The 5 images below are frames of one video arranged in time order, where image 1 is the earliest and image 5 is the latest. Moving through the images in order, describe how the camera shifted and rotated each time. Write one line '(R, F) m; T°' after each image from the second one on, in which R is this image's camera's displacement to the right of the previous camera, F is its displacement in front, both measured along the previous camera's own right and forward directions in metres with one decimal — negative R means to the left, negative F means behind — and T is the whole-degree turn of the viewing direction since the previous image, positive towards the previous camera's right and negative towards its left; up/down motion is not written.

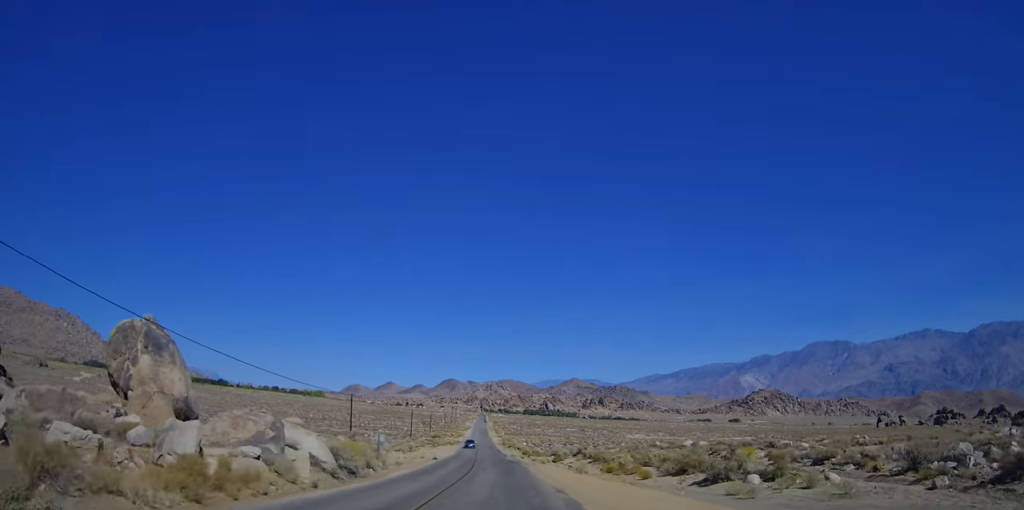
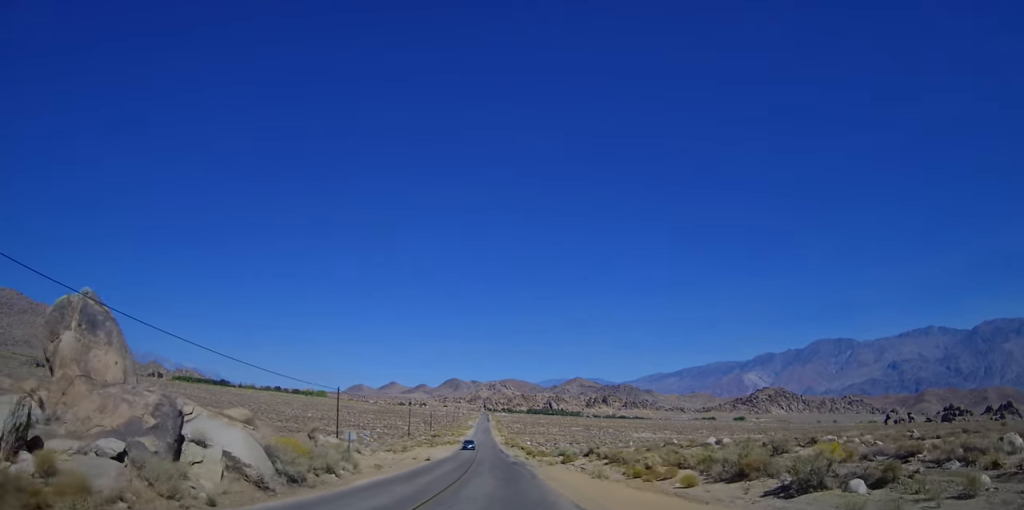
(+0.2, +6.3) m; -1°
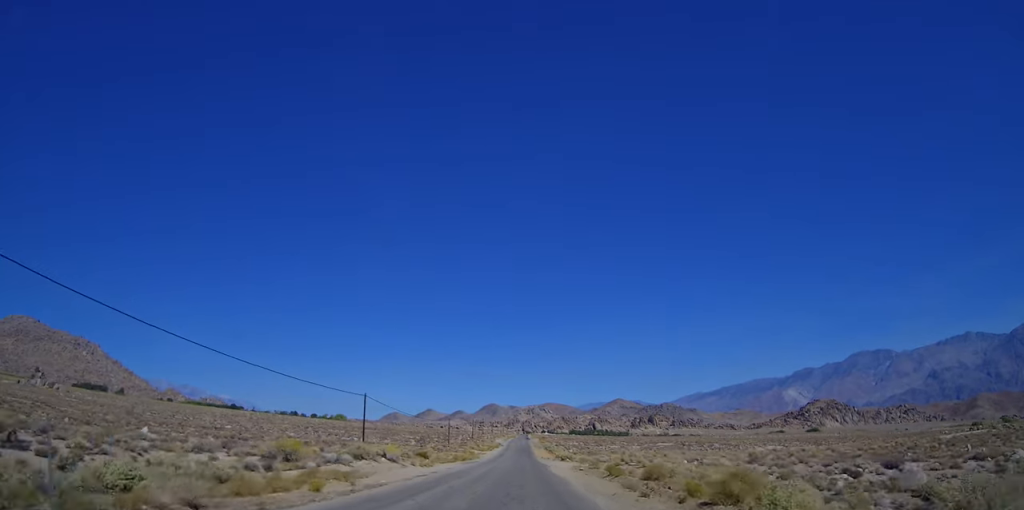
(-4.7, +104.2) m; -3°
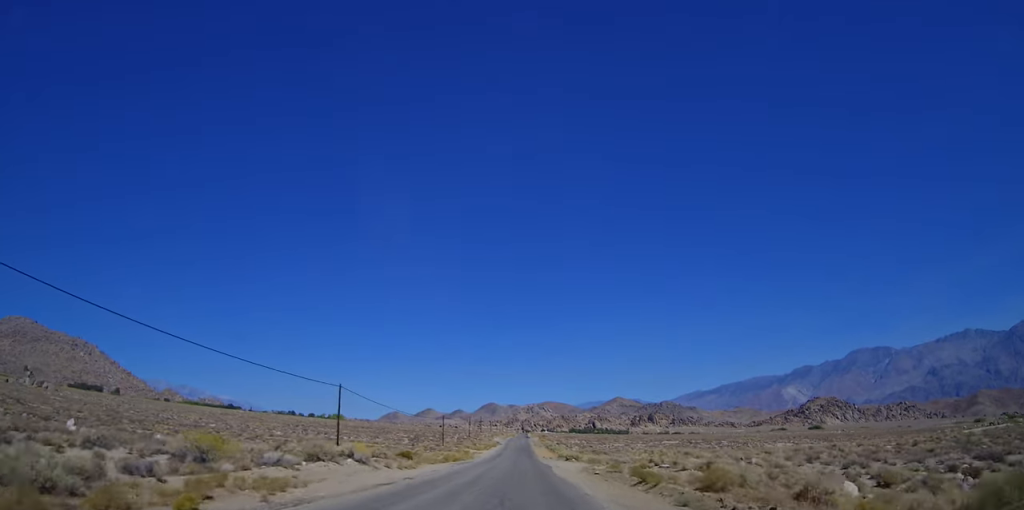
(0.0, +7.8) m; 0°
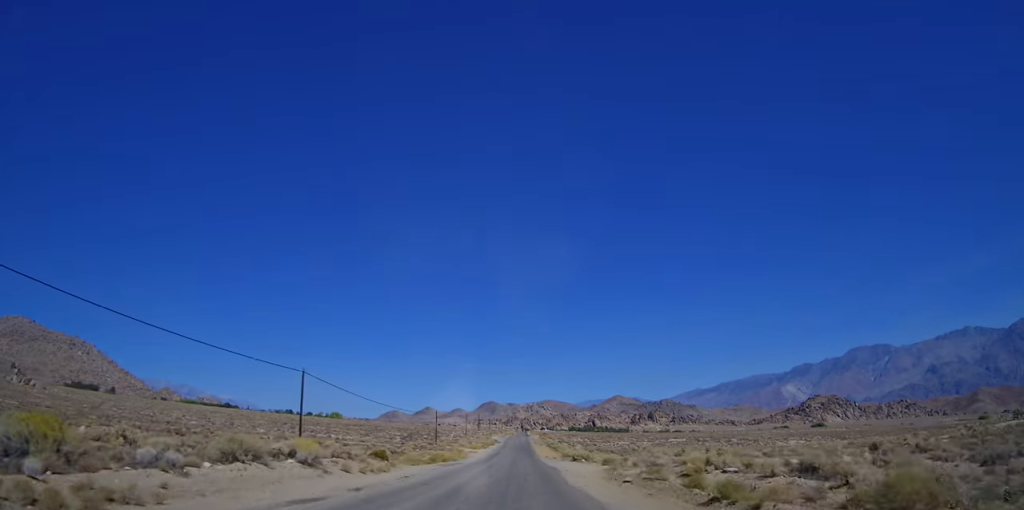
(0.0, +8.5) m; 0°
